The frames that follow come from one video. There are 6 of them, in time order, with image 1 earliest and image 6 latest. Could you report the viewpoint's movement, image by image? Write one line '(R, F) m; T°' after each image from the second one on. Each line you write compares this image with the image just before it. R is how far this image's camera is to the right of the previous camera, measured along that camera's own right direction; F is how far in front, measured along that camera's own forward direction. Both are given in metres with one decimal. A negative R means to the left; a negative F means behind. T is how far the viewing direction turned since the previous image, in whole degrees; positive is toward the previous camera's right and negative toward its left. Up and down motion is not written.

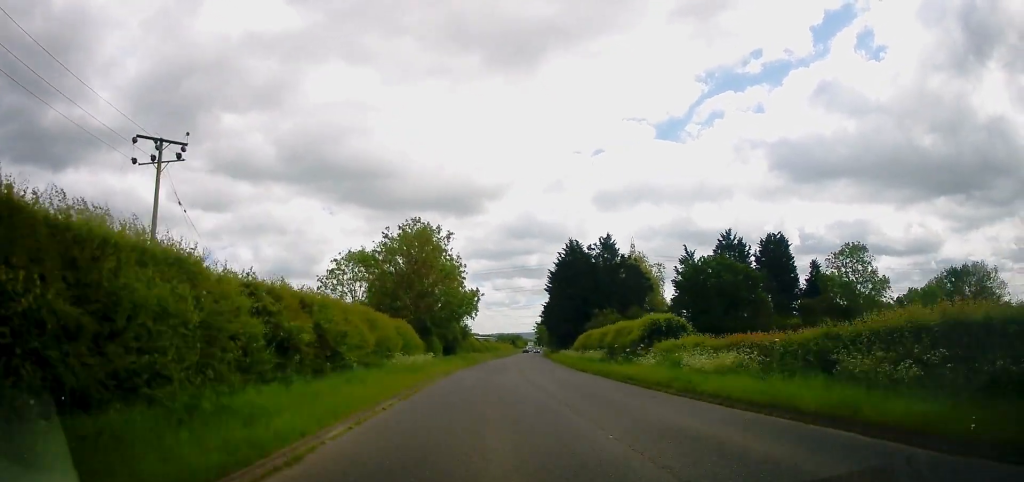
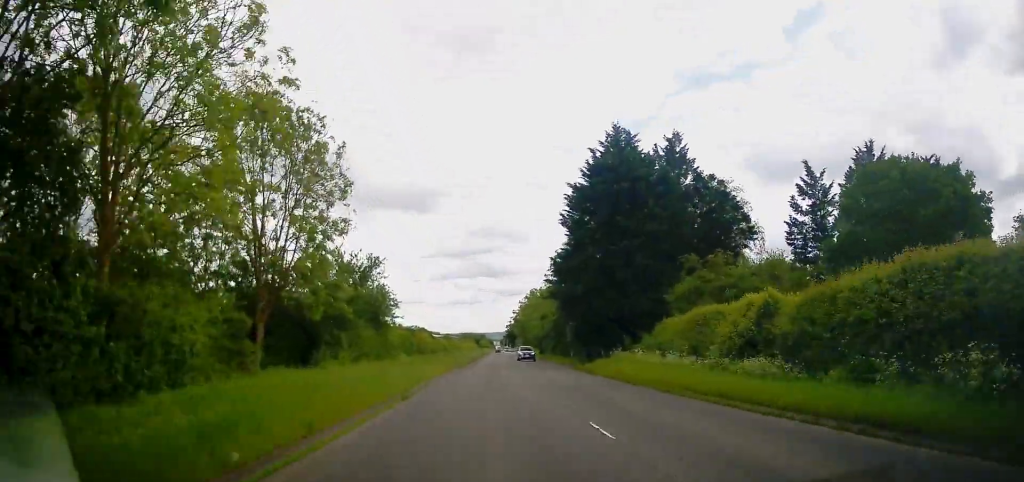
(+1.2, +48.7) m; +2°
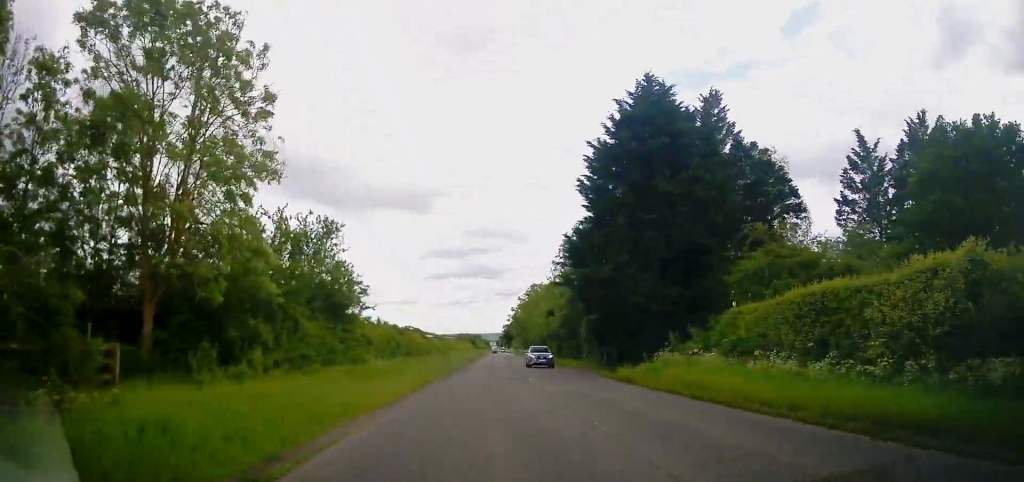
(+0.1, +9.3) m; 0°
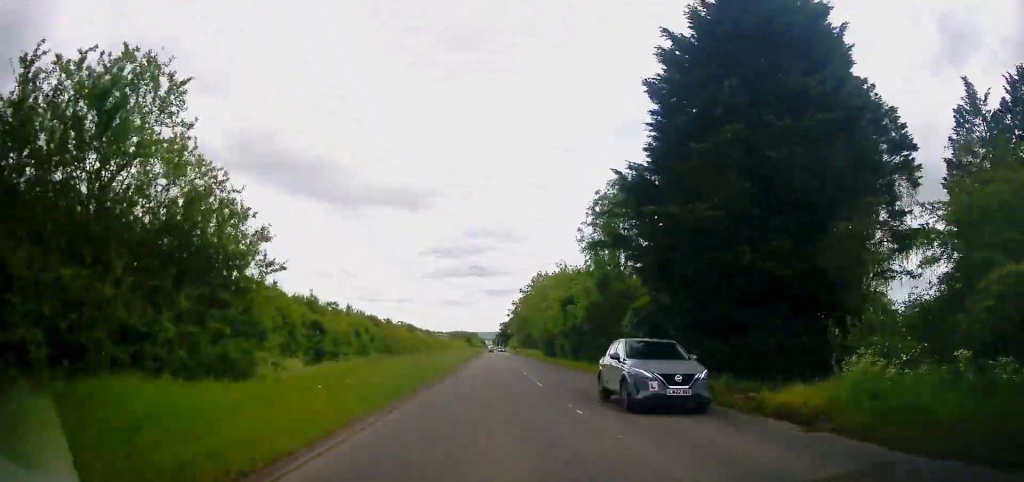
(-0.1, +13.6) m; +1°
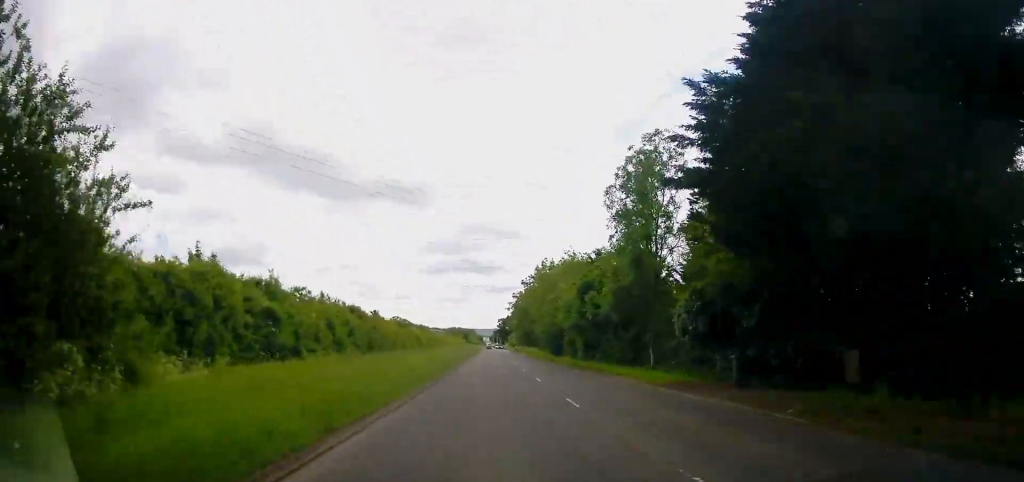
(0.0, +8.1) m; 0°
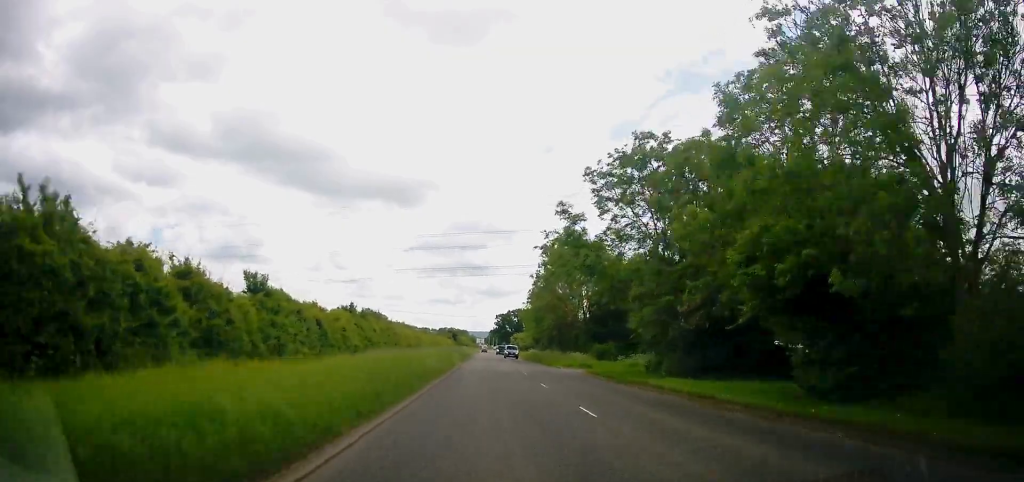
(+1.0, +55.0) m; +1°
